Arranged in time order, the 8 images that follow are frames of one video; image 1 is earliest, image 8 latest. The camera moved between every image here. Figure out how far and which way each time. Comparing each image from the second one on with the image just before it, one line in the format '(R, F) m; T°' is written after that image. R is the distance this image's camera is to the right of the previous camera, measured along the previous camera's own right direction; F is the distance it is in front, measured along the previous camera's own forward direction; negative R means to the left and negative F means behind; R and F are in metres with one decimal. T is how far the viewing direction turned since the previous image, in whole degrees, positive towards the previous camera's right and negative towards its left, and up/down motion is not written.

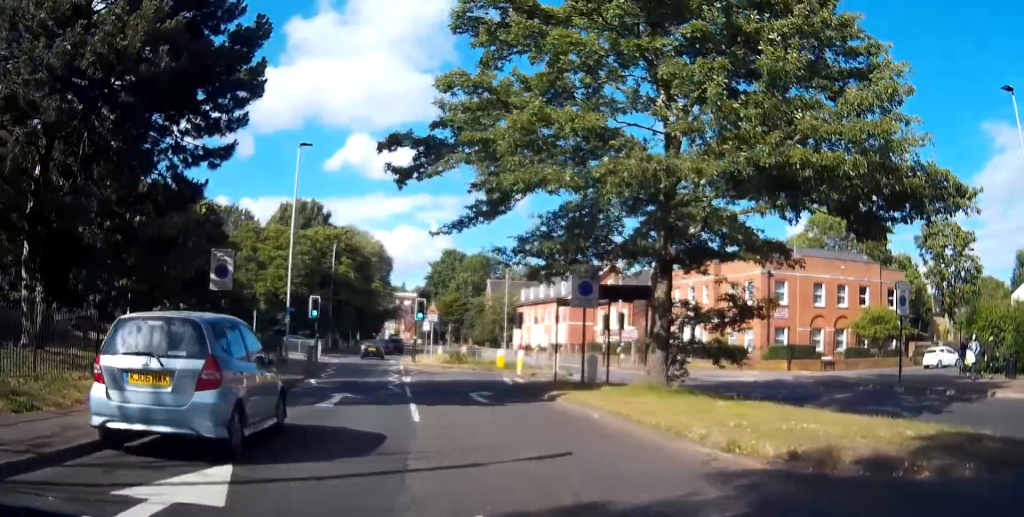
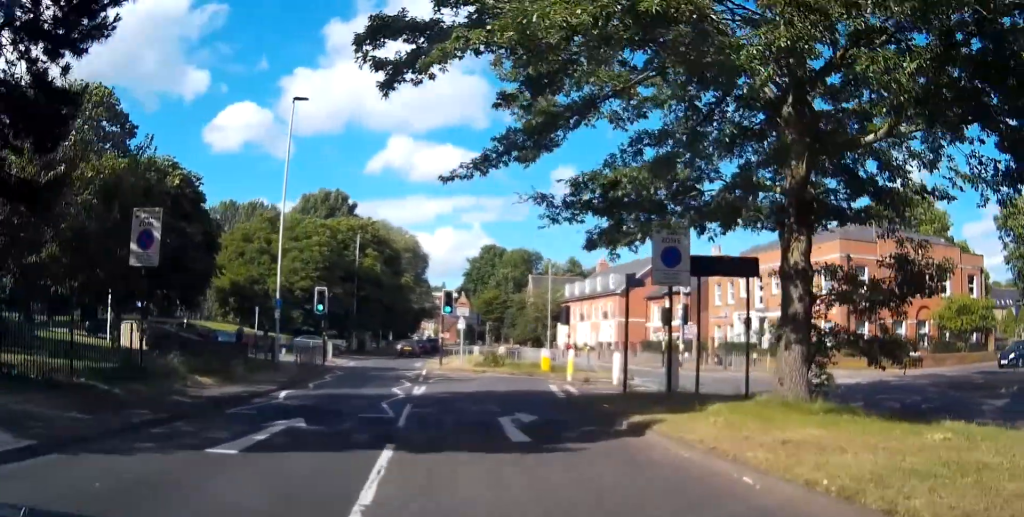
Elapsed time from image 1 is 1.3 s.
(-0.1, +7.4) m; -2°
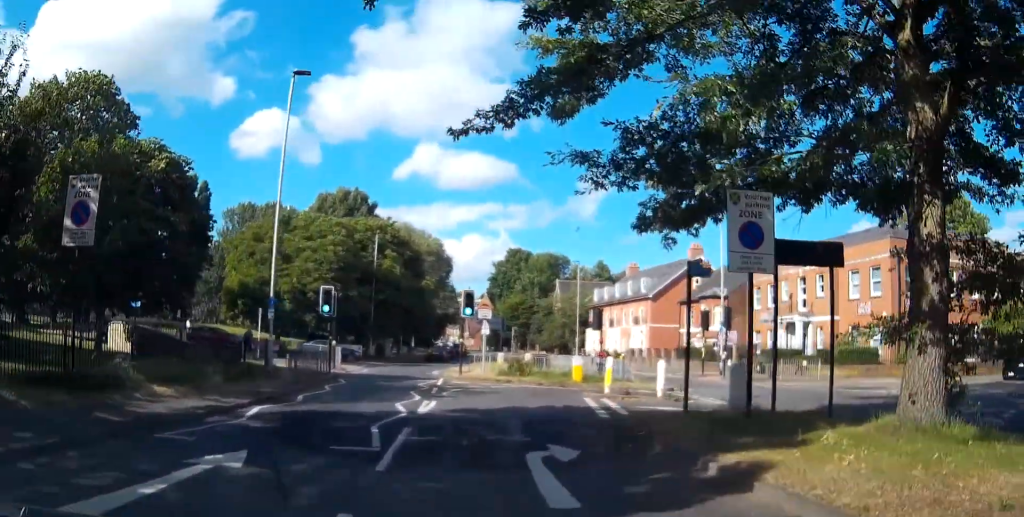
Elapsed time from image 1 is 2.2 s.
(0.0, +3.6) m; -3°
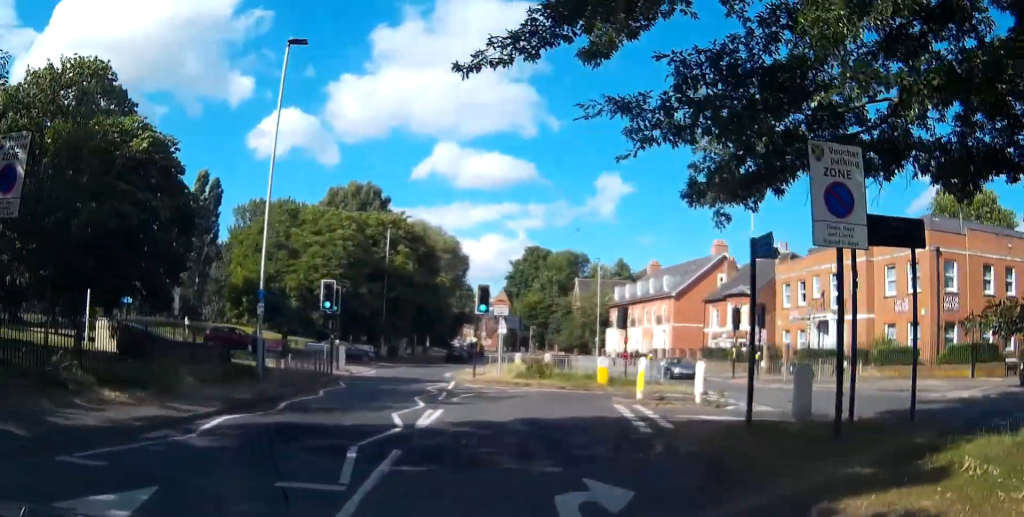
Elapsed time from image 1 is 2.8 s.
(-0.1, +2.5) m; -2°
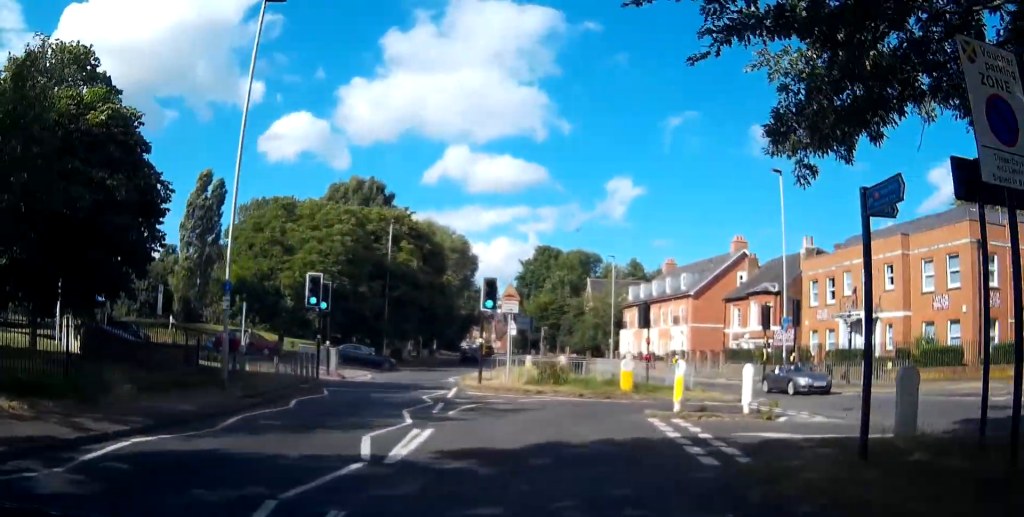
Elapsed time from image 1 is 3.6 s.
(0.0, +3.0) m; 0°
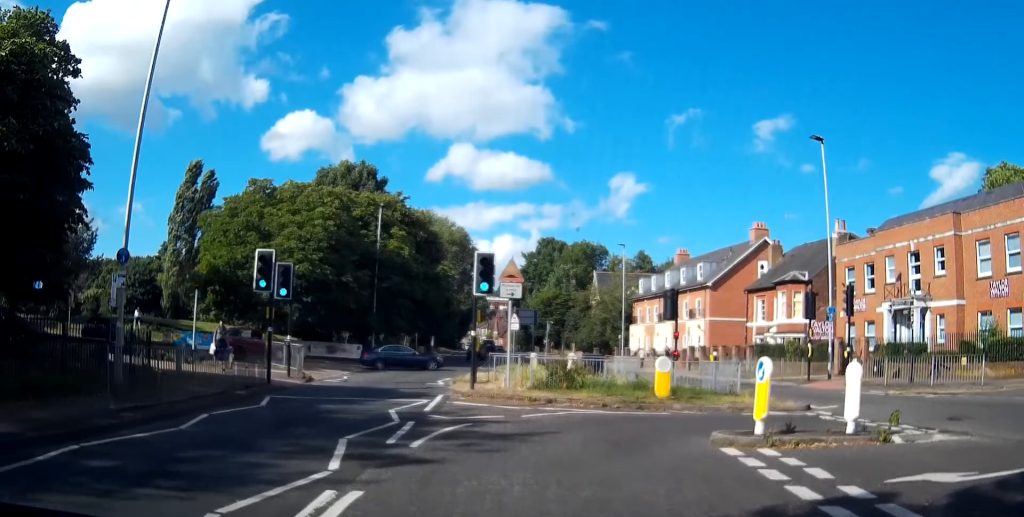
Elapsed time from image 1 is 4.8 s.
(+0.1, +4.6) m; +1°
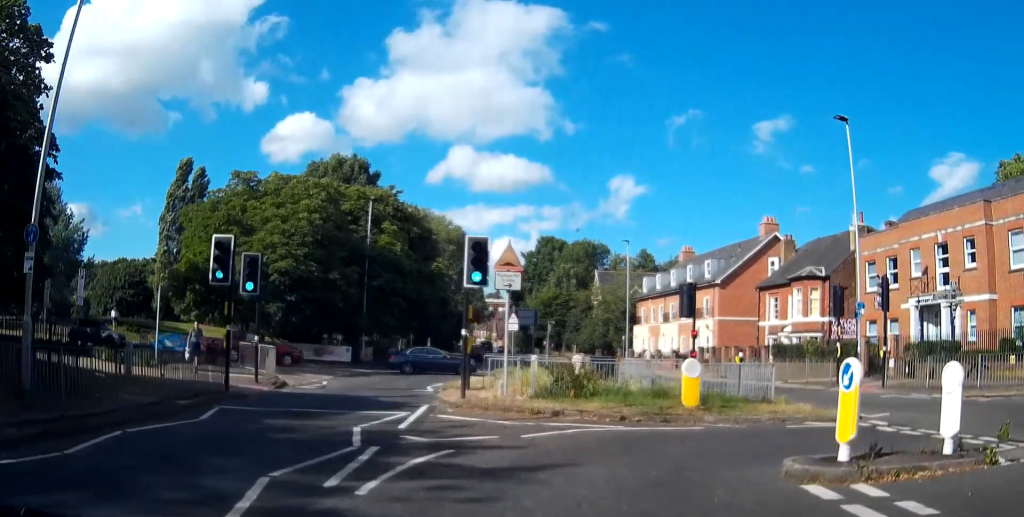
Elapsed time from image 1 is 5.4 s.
(0.0, +2.6) m; 0°
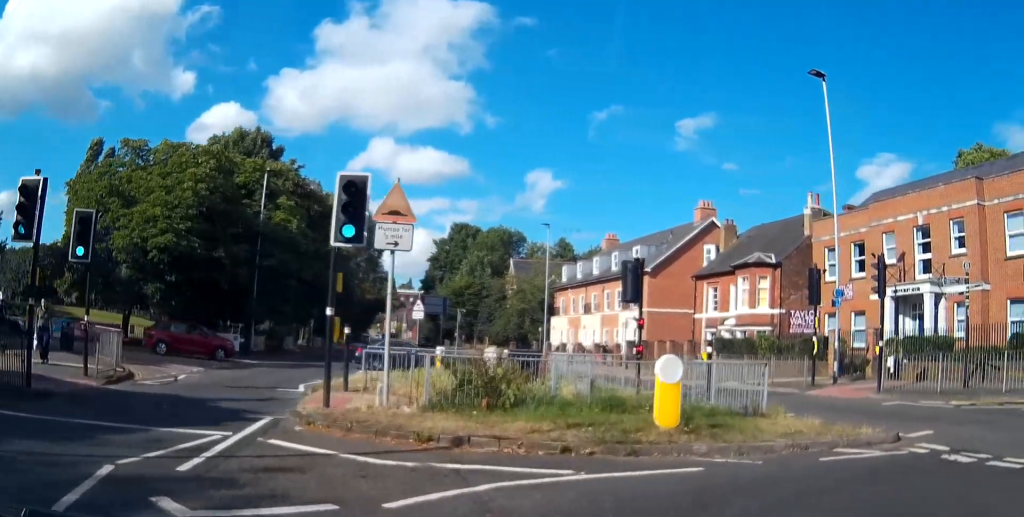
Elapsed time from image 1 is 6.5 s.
(0.0, +5.2) m; +7°
